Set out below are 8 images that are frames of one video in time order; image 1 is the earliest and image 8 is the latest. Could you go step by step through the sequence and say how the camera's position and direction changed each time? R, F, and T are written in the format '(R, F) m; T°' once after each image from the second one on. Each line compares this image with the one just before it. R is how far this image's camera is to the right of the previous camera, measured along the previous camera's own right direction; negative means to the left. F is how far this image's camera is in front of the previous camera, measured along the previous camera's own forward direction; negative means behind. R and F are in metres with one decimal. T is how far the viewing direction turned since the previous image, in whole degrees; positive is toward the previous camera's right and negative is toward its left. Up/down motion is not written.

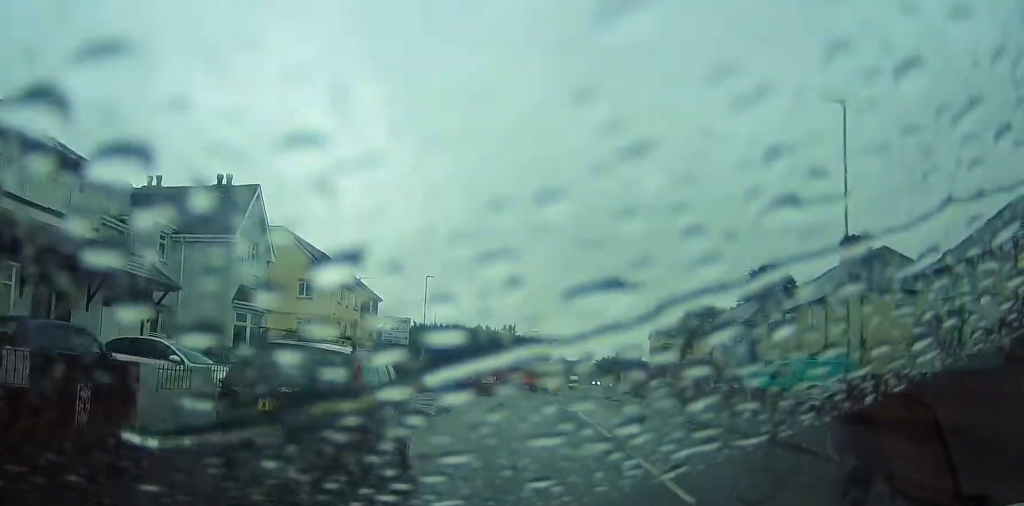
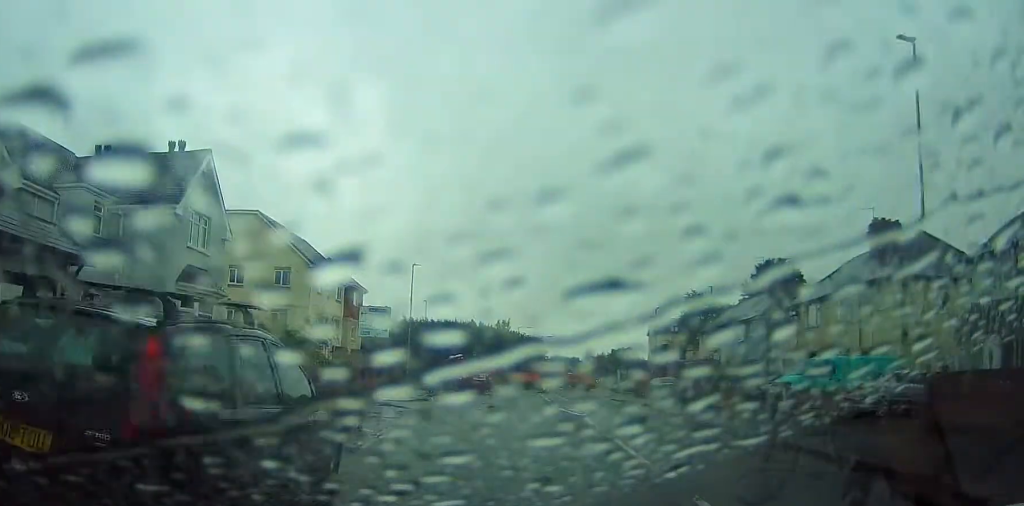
(0.0, +4.0) m; 0°
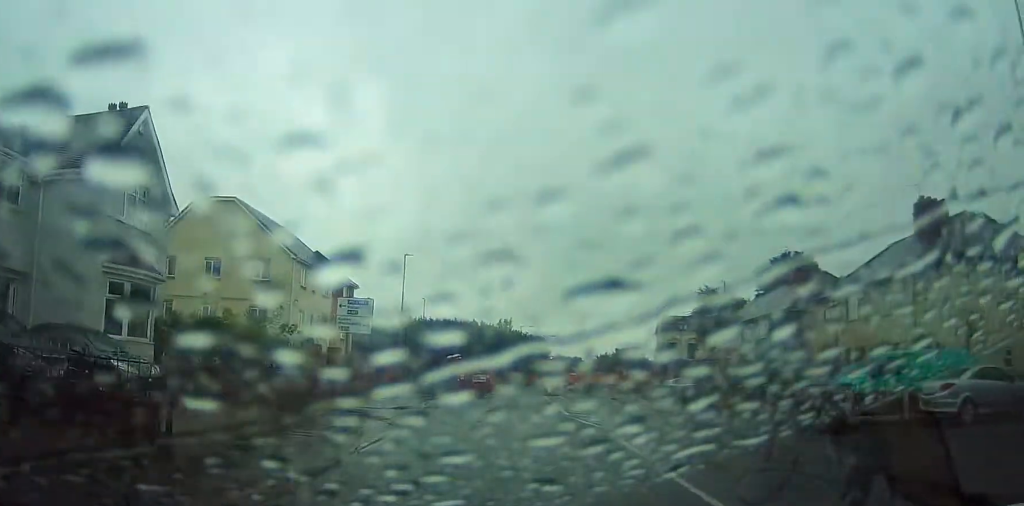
(-0.3, +4.4) m; -1°
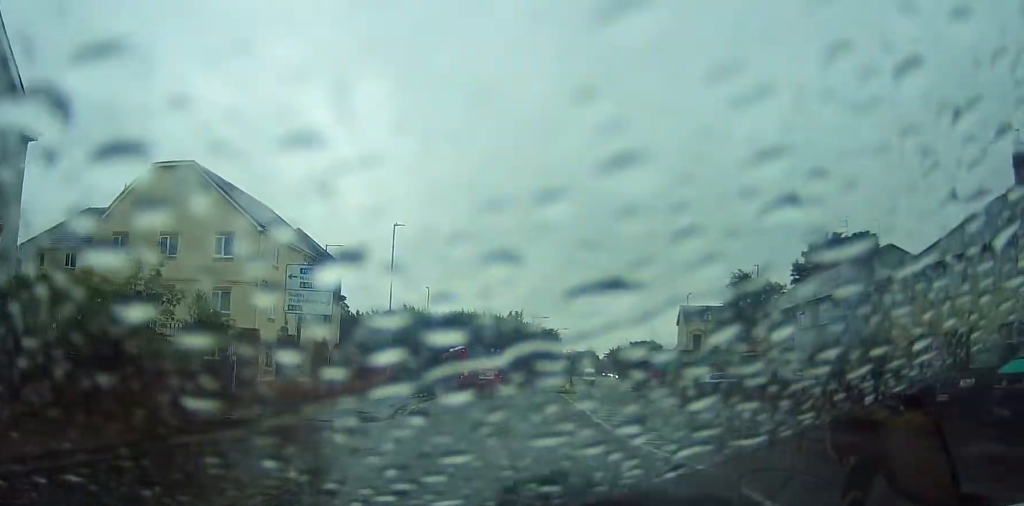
(+0.2, +7.6) m; +1°
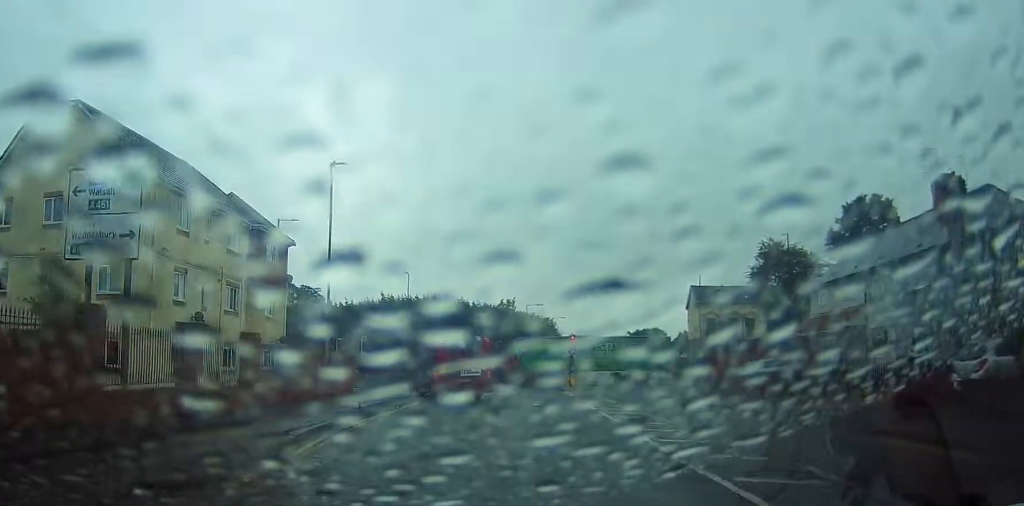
(0.0, +10.0) m; +2°
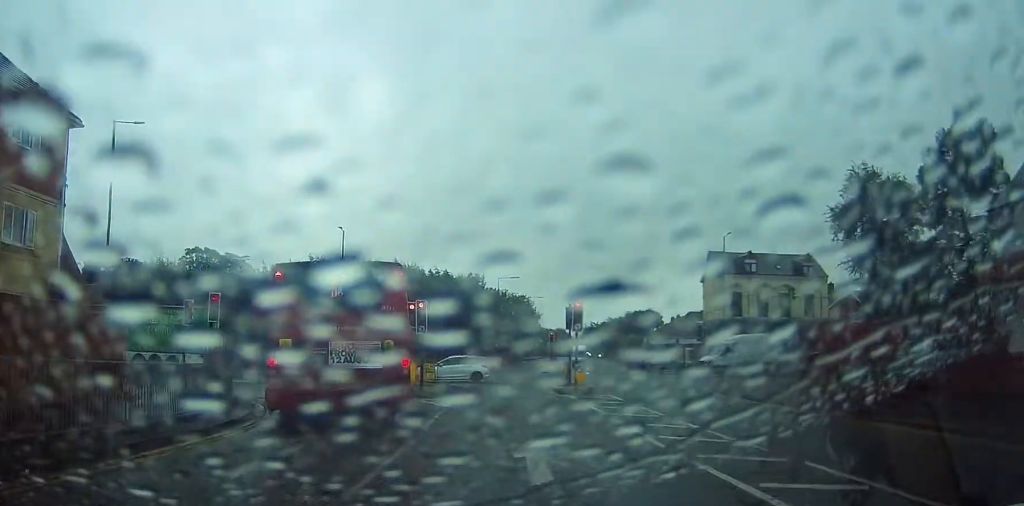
(+0.3, +17.7) m; +2°
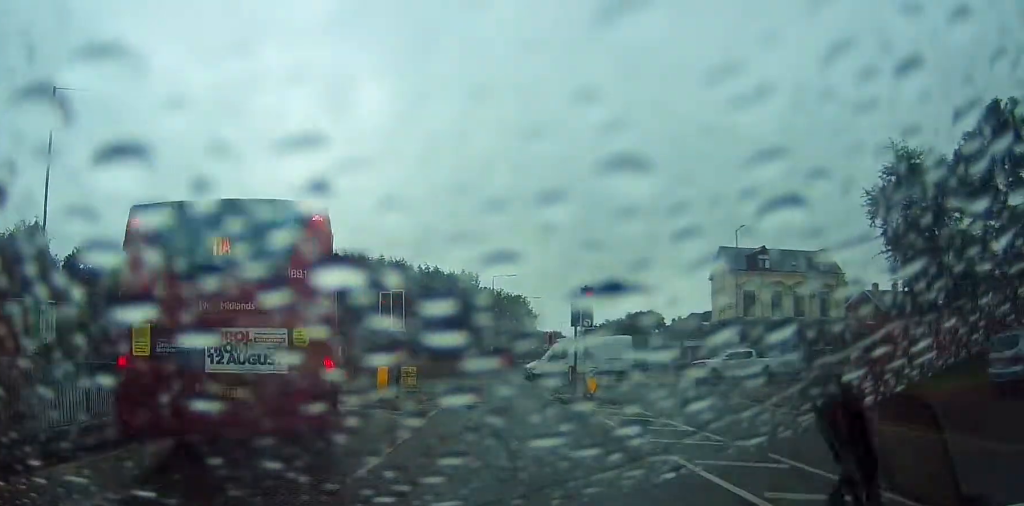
(+0.1, +4.5) m; +1°
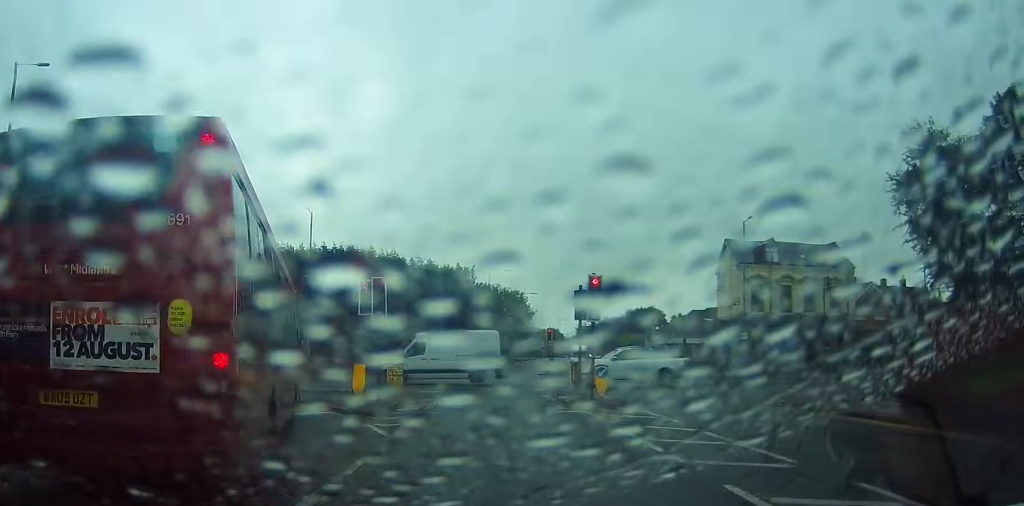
(+0.1, +2.7) m; 0°
